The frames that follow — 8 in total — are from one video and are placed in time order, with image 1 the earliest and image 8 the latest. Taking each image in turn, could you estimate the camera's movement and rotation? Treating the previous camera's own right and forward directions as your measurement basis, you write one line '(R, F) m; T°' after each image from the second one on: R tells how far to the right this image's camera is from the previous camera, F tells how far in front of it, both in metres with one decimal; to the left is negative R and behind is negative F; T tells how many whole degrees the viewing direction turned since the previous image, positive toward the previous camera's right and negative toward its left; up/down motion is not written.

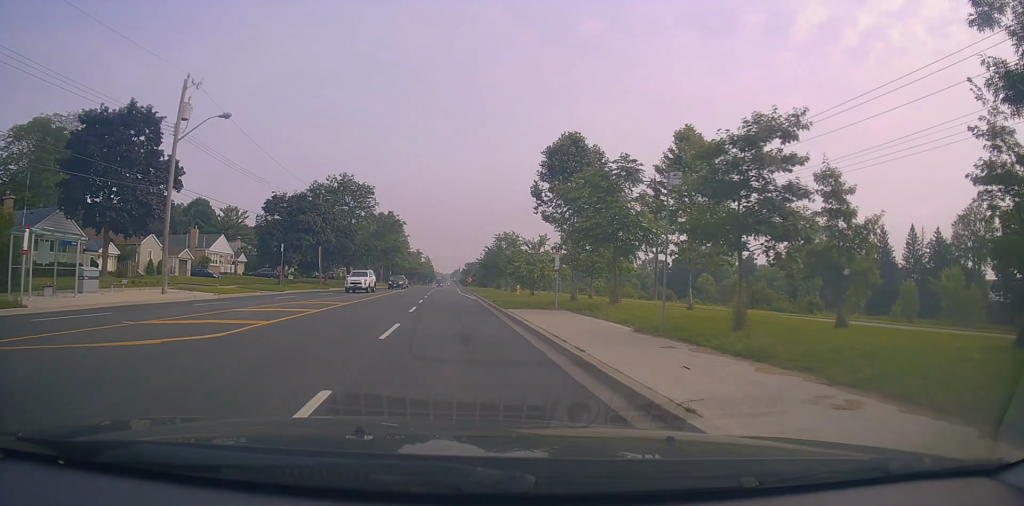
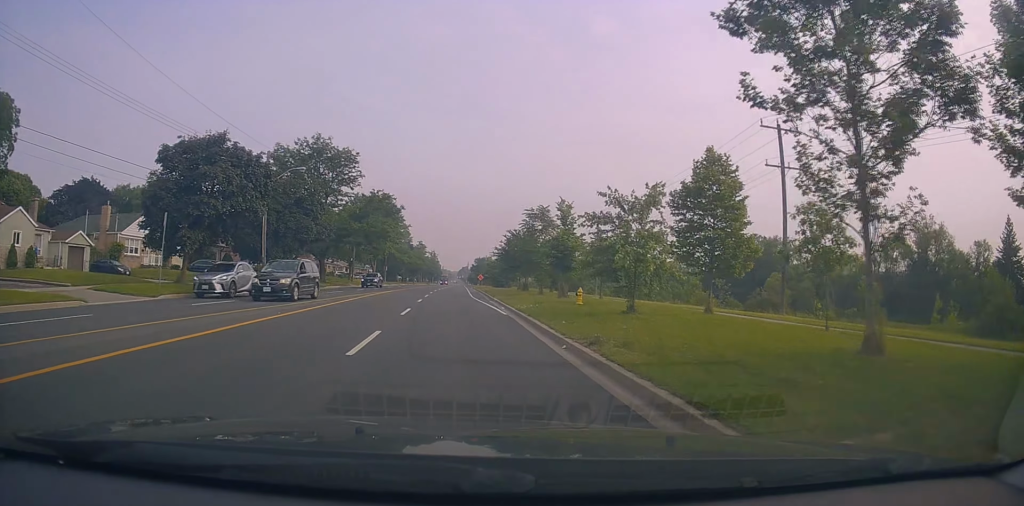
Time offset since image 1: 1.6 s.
(+0.3, +21.4) m; +1°
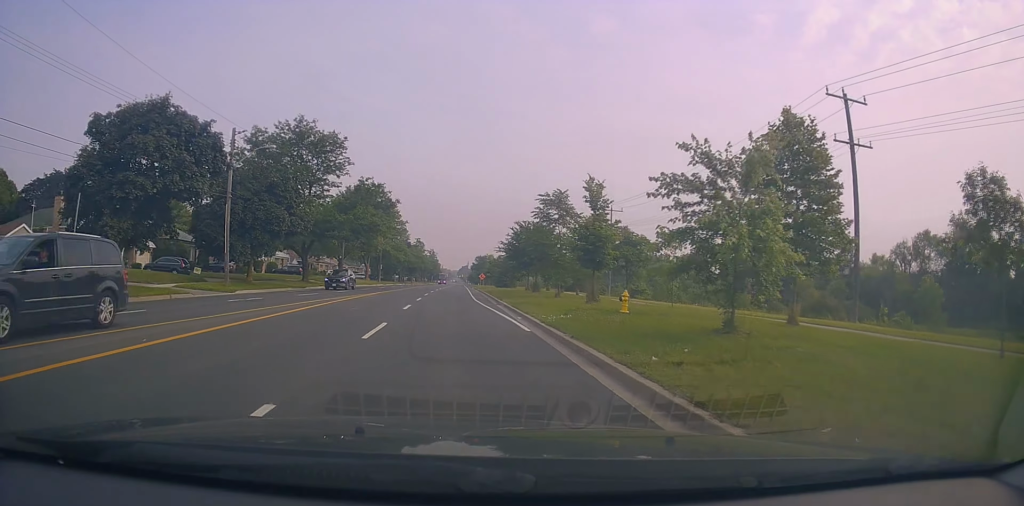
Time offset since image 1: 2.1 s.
(-0.1, +7.2) m; -1°
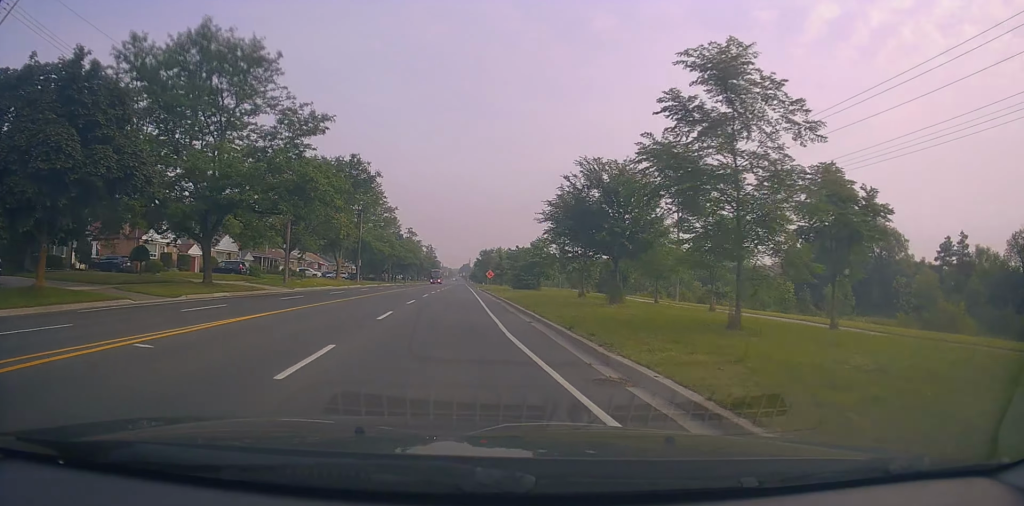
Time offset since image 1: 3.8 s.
(-0.5, +23.1) m; -2°
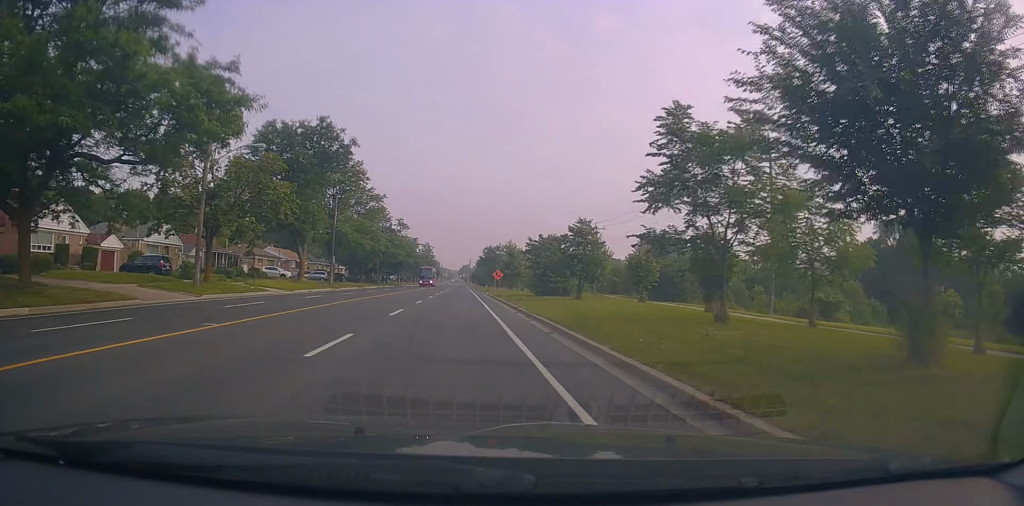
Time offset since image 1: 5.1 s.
(0.0, +16.9) m; +1°
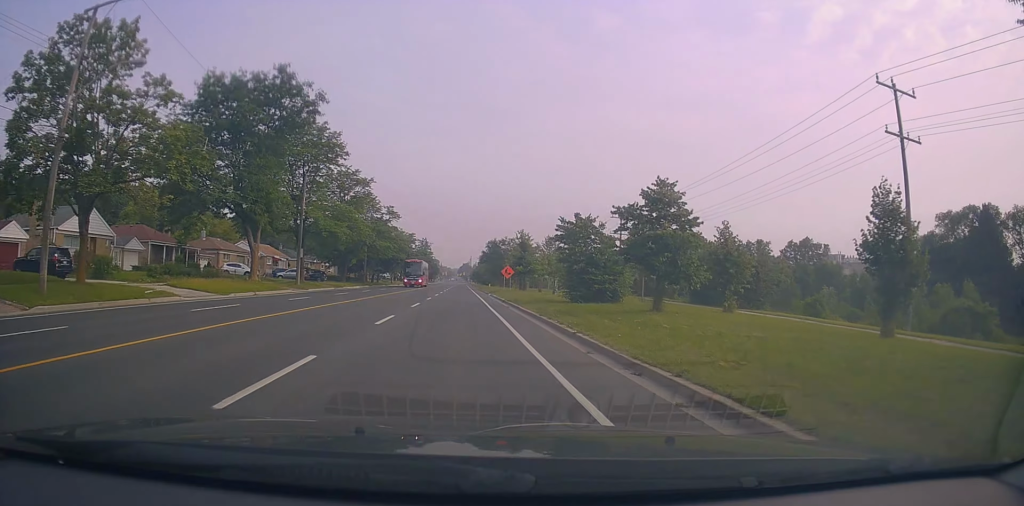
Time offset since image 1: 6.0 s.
(+0.2, +13.1) m; 0°
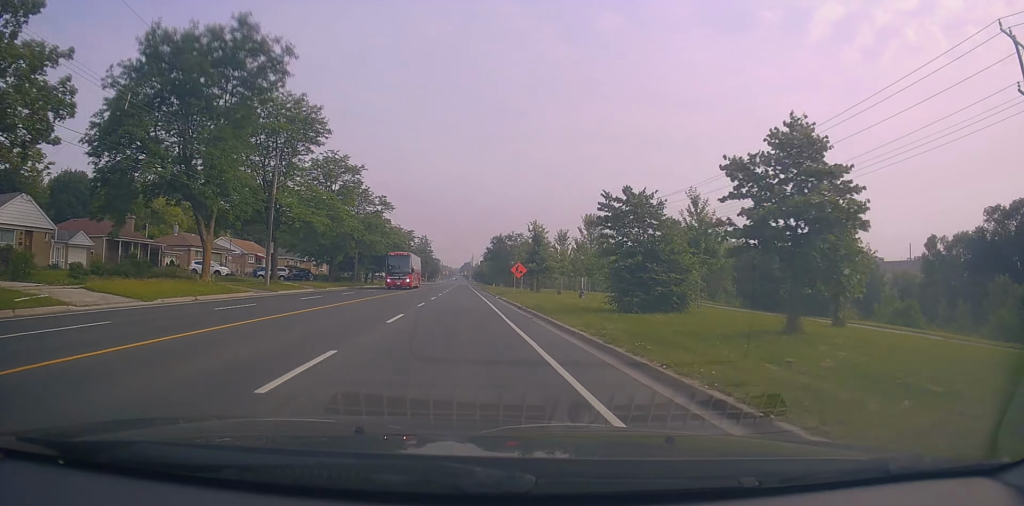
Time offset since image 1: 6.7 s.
(0.0, +8.6) m; -1°
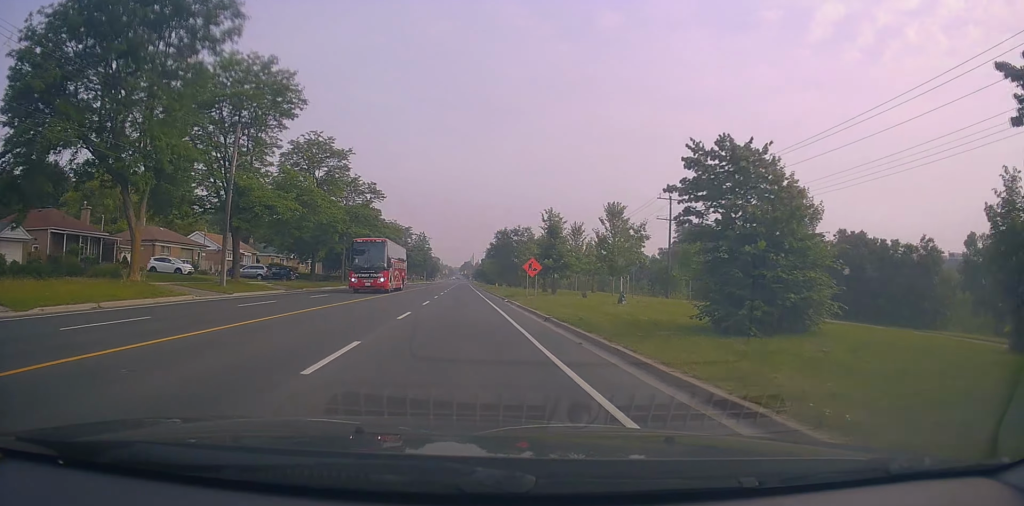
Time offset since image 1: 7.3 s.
(-0.1, +8.2) m; +1°
